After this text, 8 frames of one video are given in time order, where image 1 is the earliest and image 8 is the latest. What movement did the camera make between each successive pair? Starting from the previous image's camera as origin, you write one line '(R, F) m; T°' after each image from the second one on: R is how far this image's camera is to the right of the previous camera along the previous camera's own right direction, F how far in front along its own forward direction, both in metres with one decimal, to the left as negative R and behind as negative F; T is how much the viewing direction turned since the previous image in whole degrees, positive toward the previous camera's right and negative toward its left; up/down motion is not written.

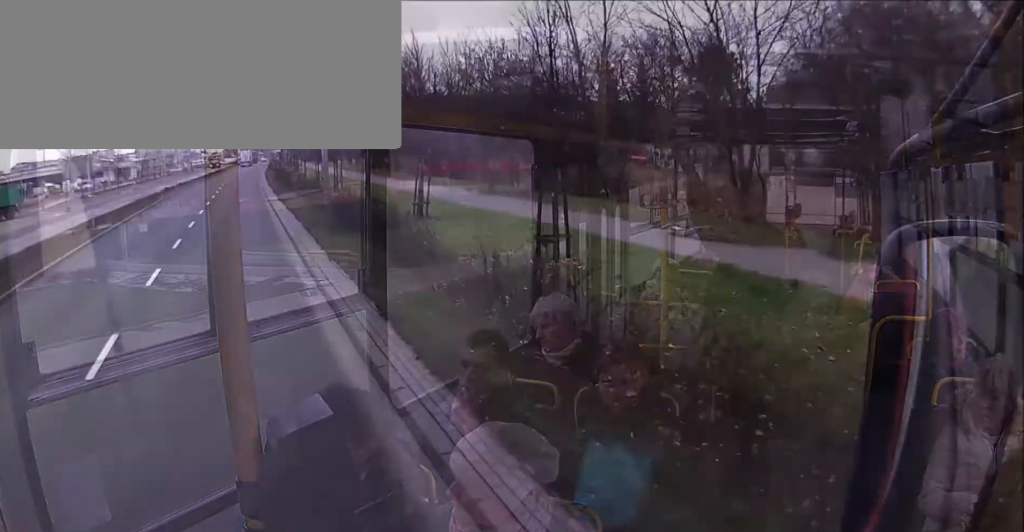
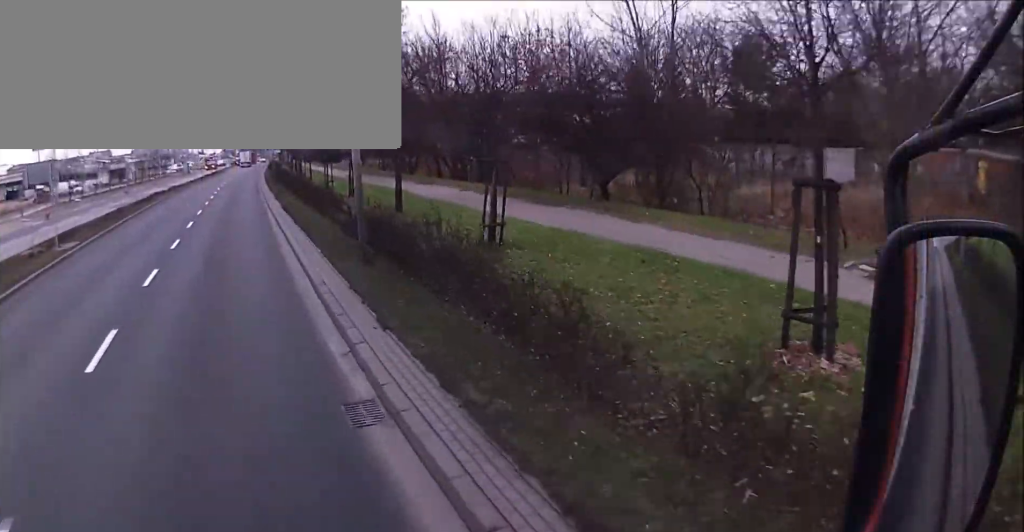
(-0.4, +6.6) m; -3°
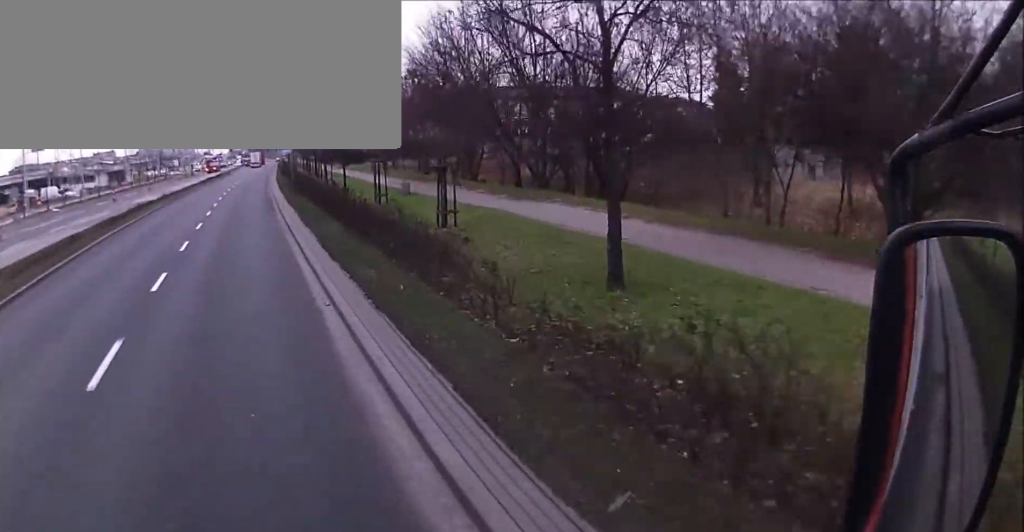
(+0.2, +13.2) m; +1°
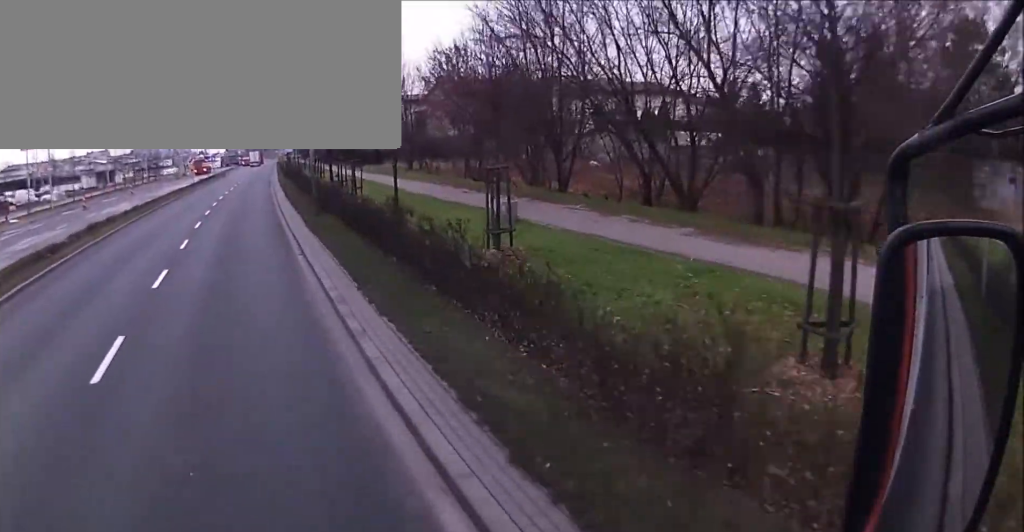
(-0.1, +12.0) m; -1°
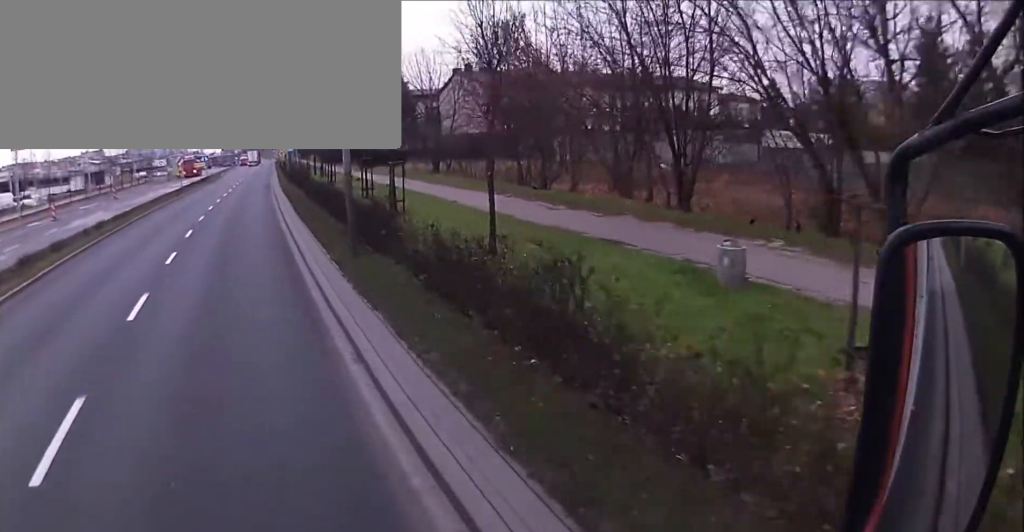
(-0.1, +8.7) m; 0°
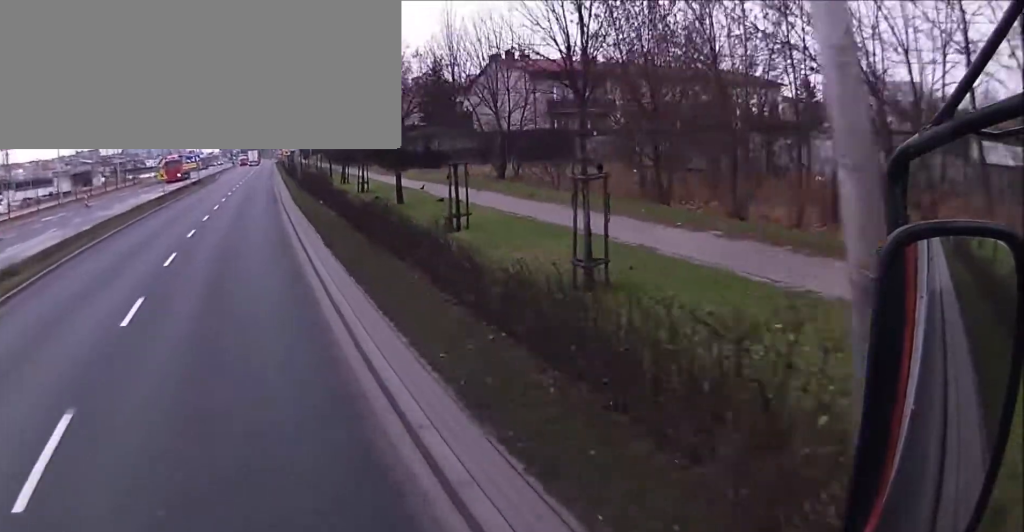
(0.0, +12.6) m; 0°
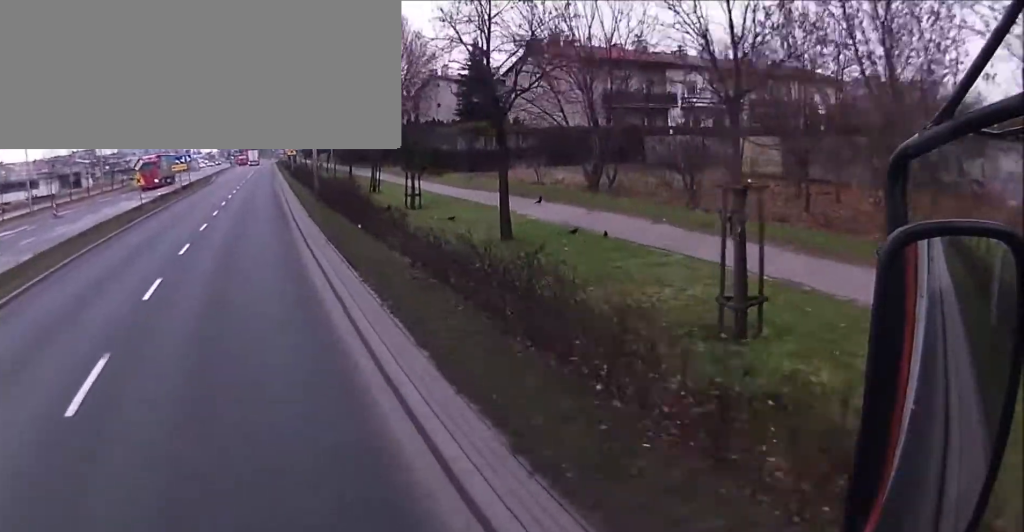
(0.0, +10.4) m; +1°
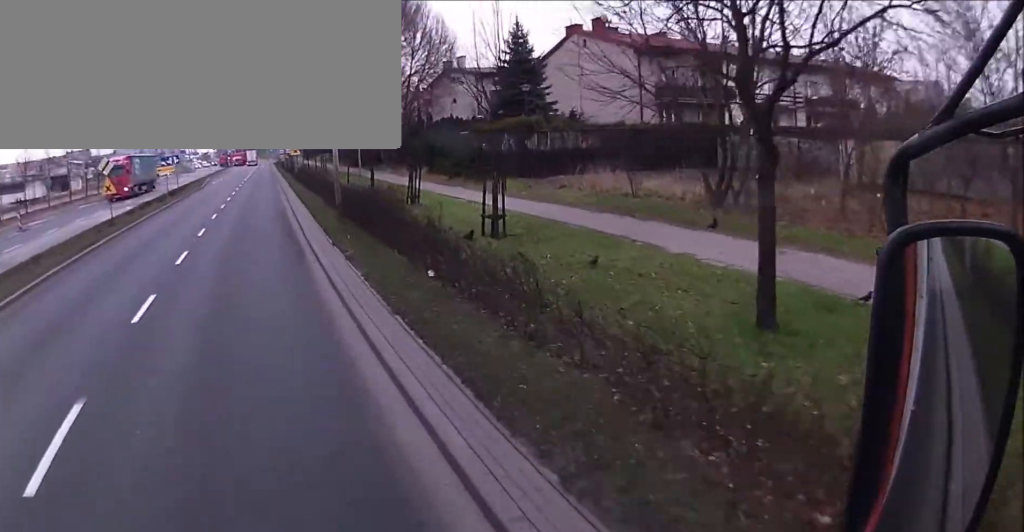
(+0.1, +8.0) m; +1°
